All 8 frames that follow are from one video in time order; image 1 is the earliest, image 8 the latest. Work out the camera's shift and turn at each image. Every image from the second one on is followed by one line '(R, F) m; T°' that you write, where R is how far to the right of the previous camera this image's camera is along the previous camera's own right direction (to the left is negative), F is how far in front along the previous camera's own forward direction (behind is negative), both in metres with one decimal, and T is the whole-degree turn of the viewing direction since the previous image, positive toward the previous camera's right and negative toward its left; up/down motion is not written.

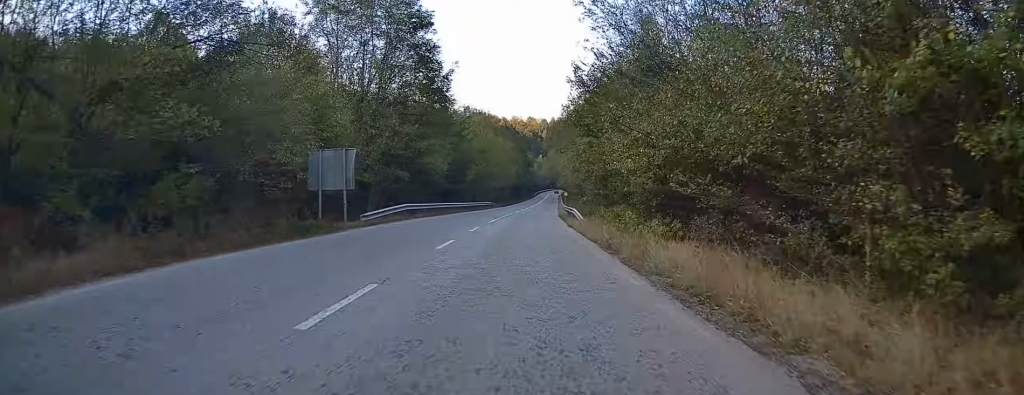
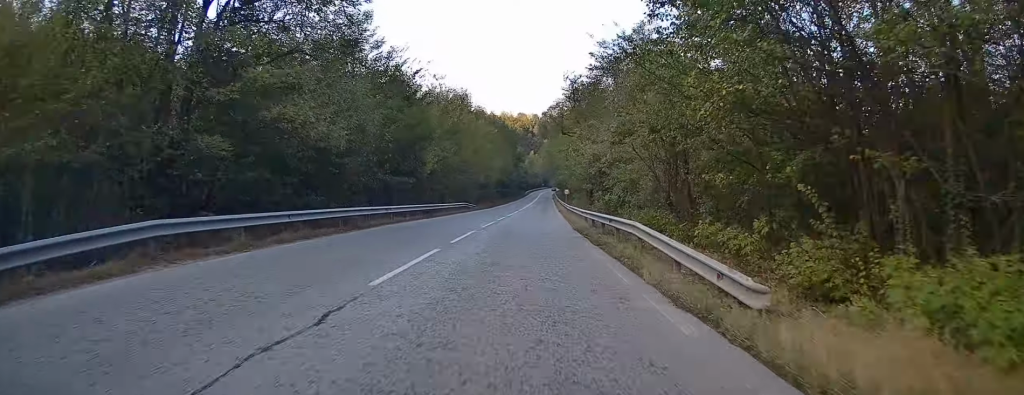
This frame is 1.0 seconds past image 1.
(+0.3, +23.5) m; +1°
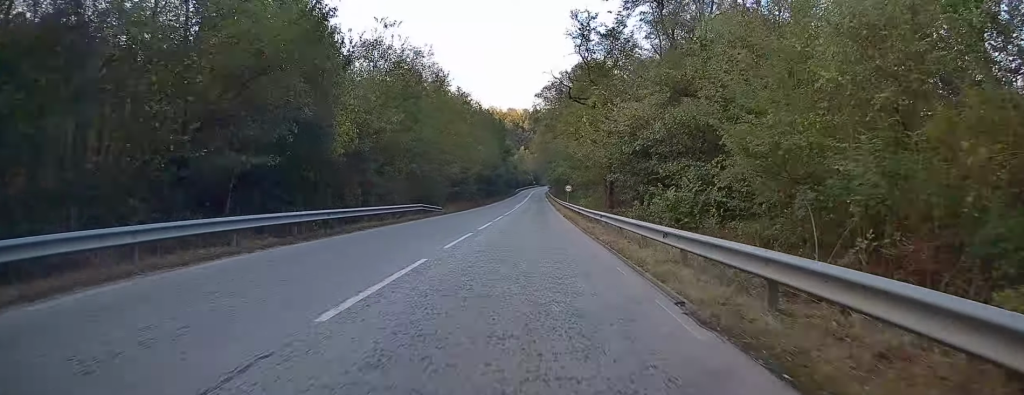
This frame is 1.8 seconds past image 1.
(+0.1, +20.3) m; +1°
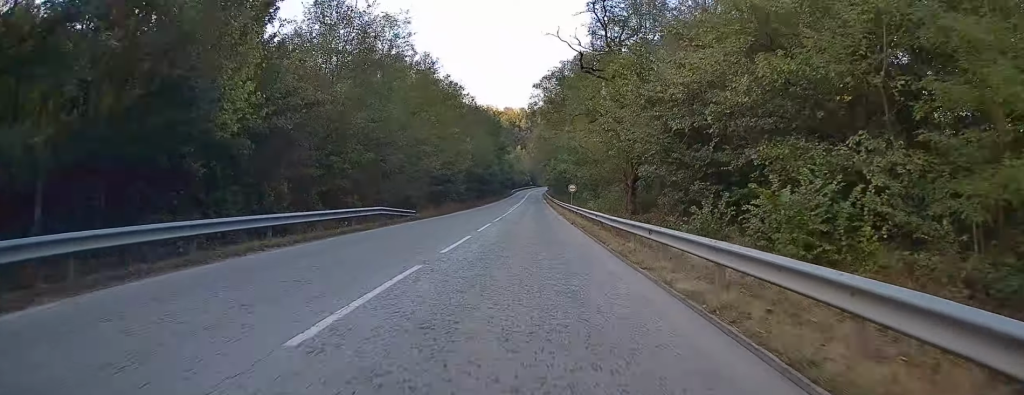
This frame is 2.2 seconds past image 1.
(-0.1, +9.7) m; 0°
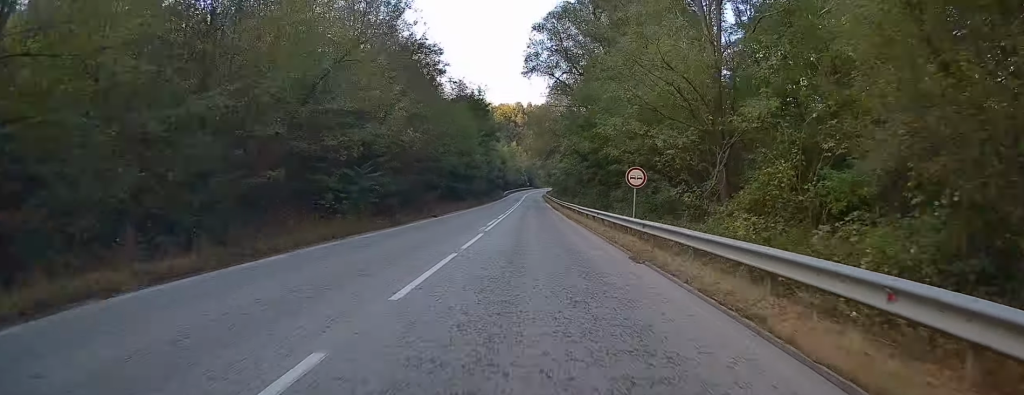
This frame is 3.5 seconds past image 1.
(+0.4, +32.5) m; +1°
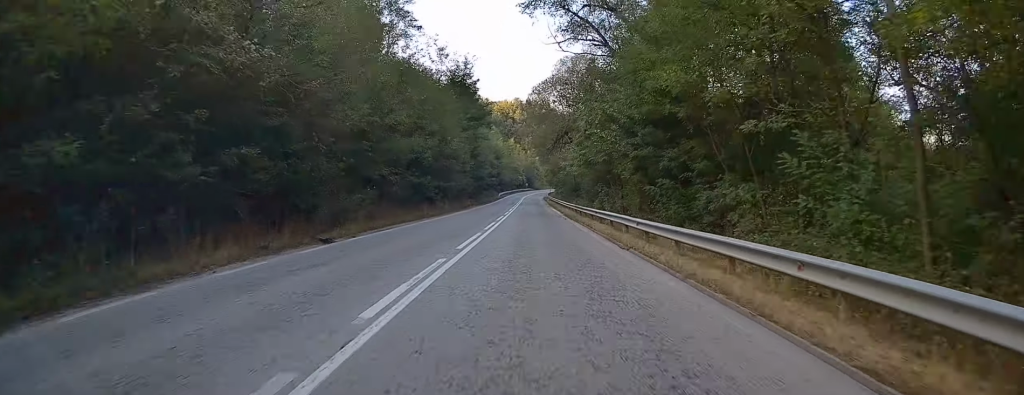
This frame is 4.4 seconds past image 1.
(0.0, +21.2) m; 0°
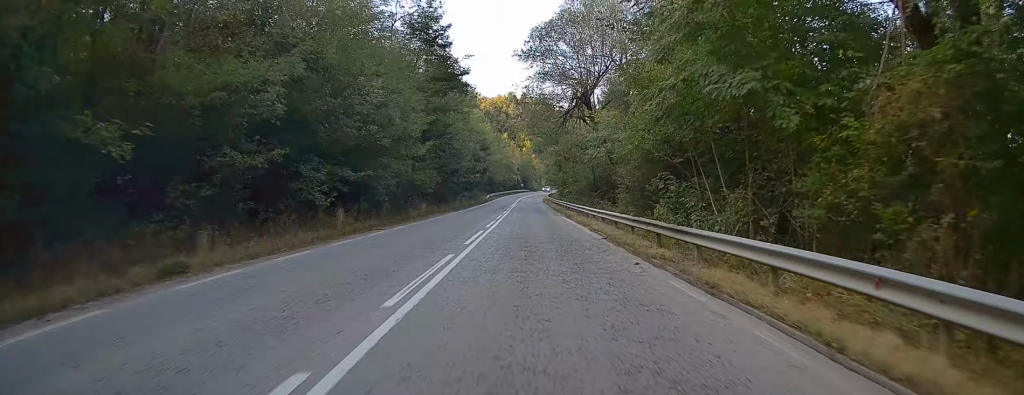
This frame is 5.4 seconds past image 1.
(+0.2, +25.3) m; +1°
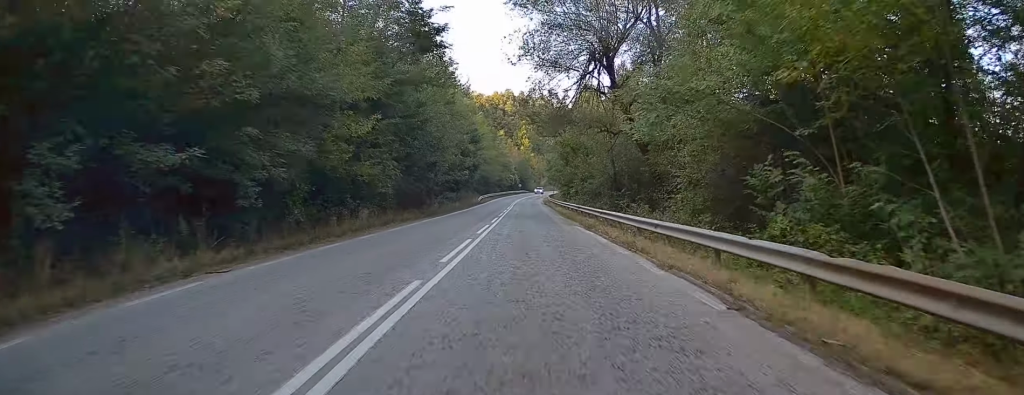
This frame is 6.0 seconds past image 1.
(+0.1, +13.1) m; 0°
